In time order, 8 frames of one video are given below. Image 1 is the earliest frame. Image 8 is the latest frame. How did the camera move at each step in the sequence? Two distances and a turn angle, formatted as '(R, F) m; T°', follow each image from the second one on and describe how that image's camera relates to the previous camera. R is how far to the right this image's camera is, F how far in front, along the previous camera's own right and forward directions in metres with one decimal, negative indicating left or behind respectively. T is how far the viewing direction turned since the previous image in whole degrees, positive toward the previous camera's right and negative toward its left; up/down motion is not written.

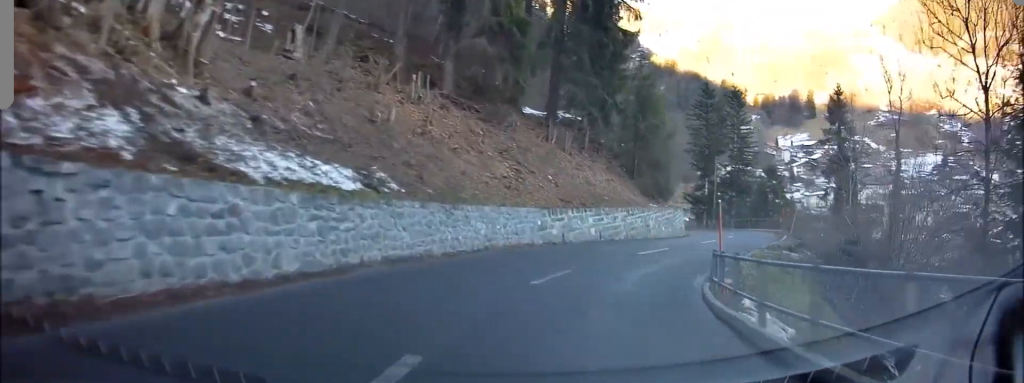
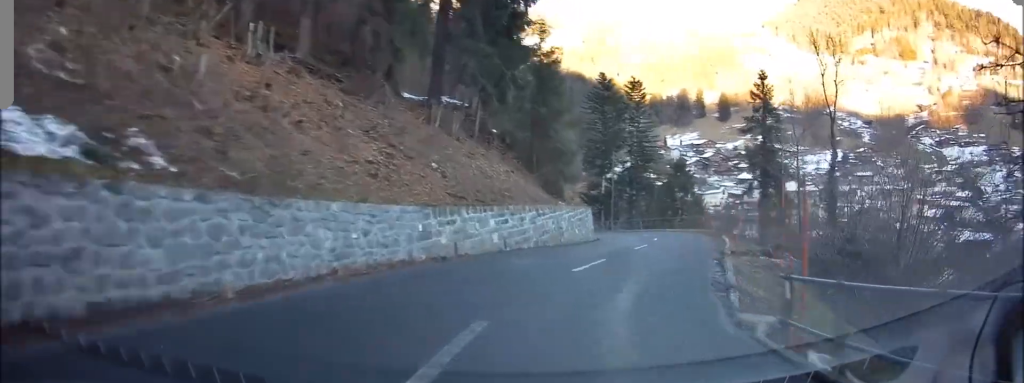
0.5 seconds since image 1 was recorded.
(+0.4, +5.4) m; +6°
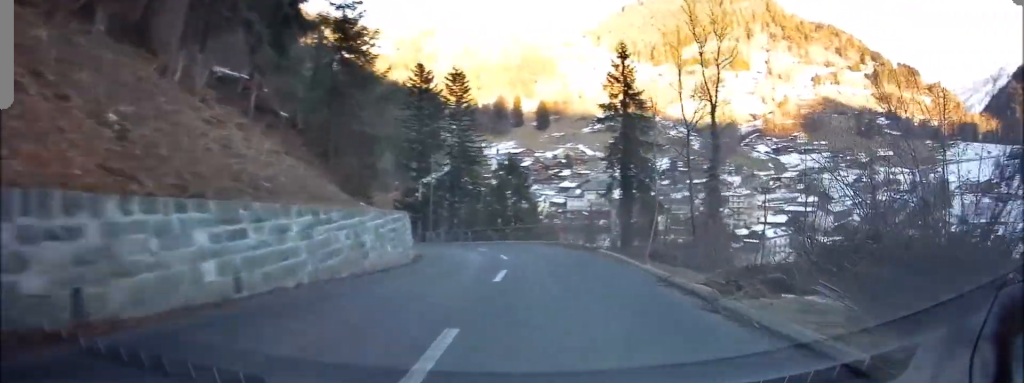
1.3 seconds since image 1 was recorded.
(+0.6, +8.5) m; +11°
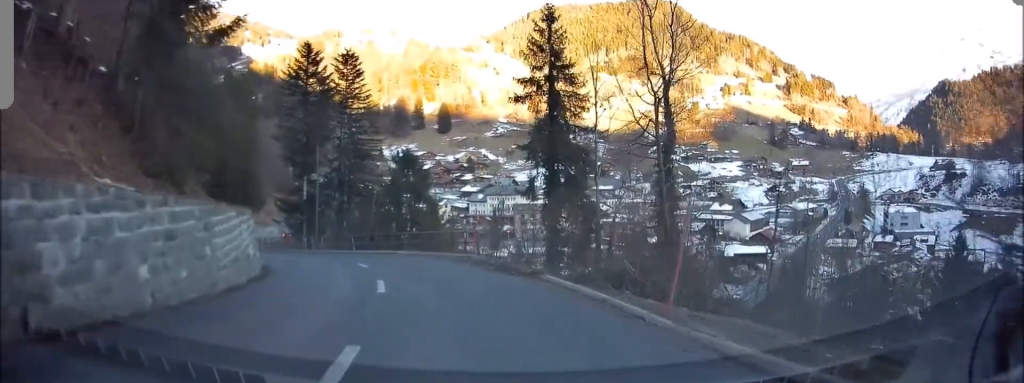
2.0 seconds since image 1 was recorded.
(+0.5, +7.7) m; +12°
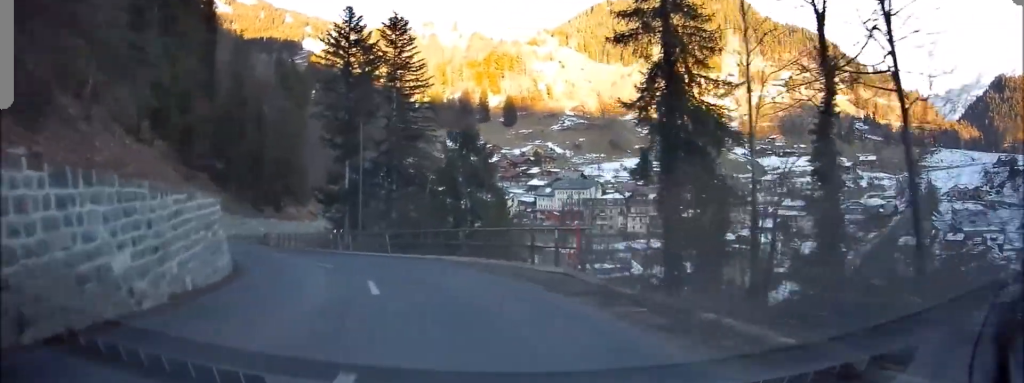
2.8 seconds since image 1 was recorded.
(+1.3, +9.0) m; +4°
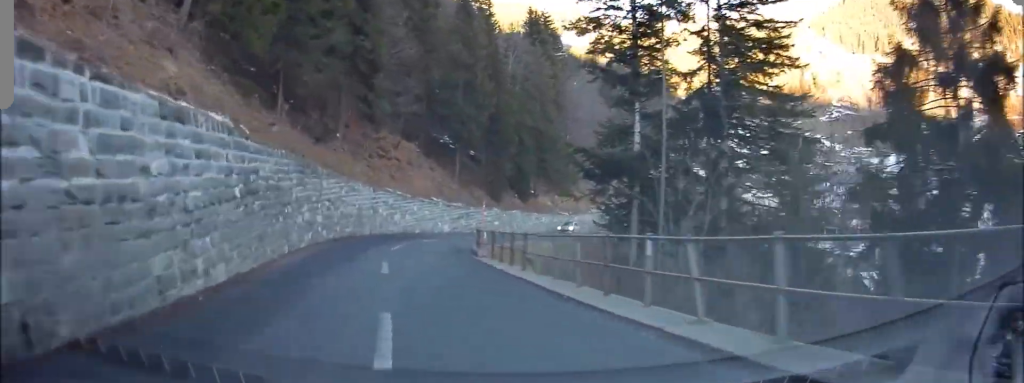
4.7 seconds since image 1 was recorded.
(-2.3, +21.9) m; -14°
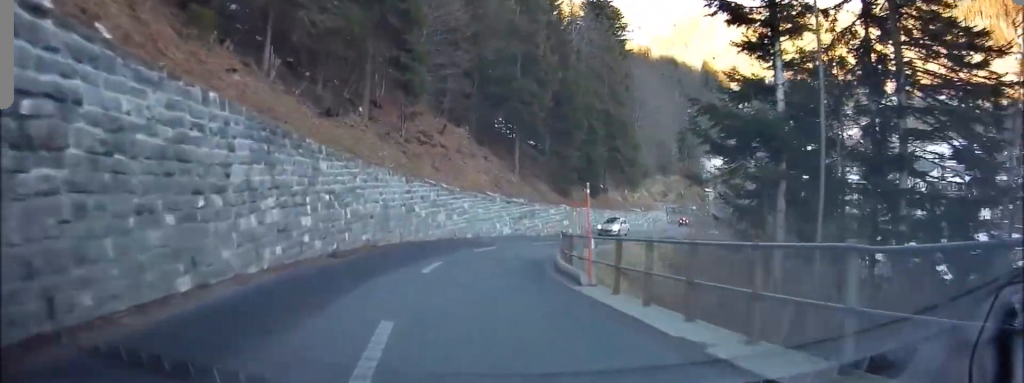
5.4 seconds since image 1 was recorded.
(-0.6, +9.5) m; -6°
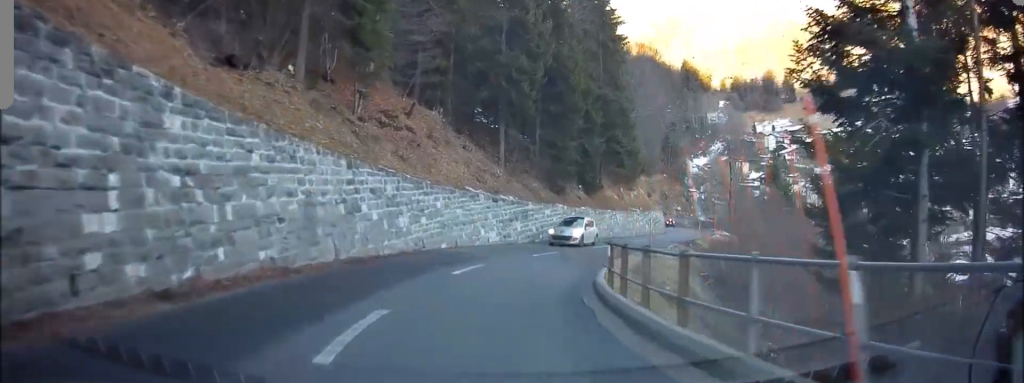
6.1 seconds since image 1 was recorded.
(-0.4, +9.7) m; -4°
